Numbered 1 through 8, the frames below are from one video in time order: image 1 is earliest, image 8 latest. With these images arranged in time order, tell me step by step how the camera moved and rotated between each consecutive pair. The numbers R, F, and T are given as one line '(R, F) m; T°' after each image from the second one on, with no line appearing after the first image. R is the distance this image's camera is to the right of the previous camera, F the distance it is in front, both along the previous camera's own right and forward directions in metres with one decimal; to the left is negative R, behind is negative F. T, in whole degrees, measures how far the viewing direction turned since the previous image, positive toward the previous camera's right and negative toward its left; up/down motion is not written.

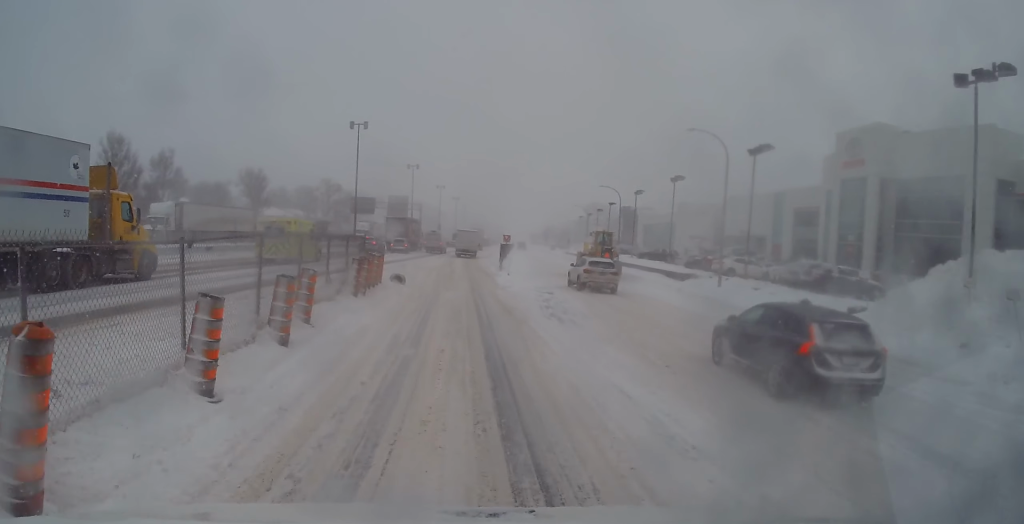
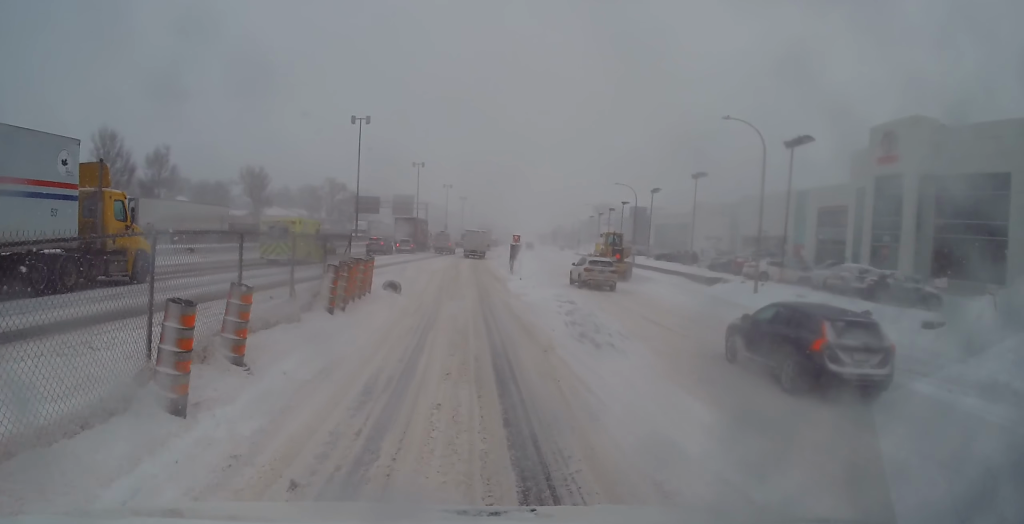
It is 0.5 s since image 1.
(0.0, +4.0) m; 0°
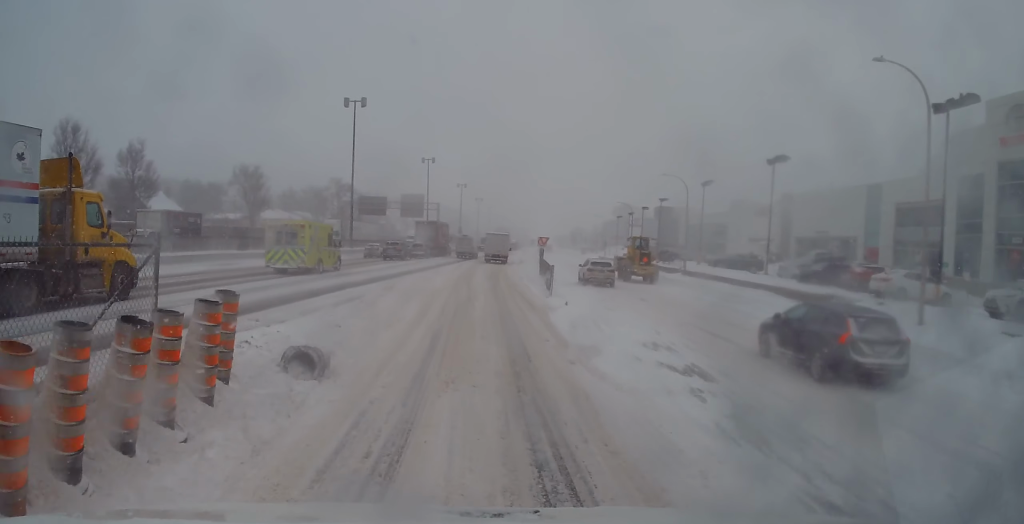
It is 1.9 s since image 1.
(0.0, +12.4) m; -2°
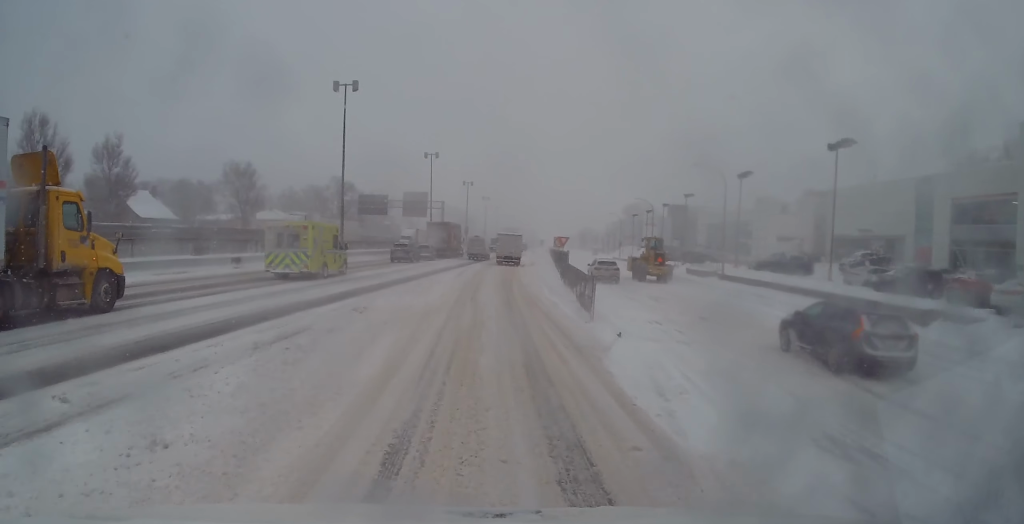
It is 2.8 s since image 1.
(-0.2, +7.6) m; -2°
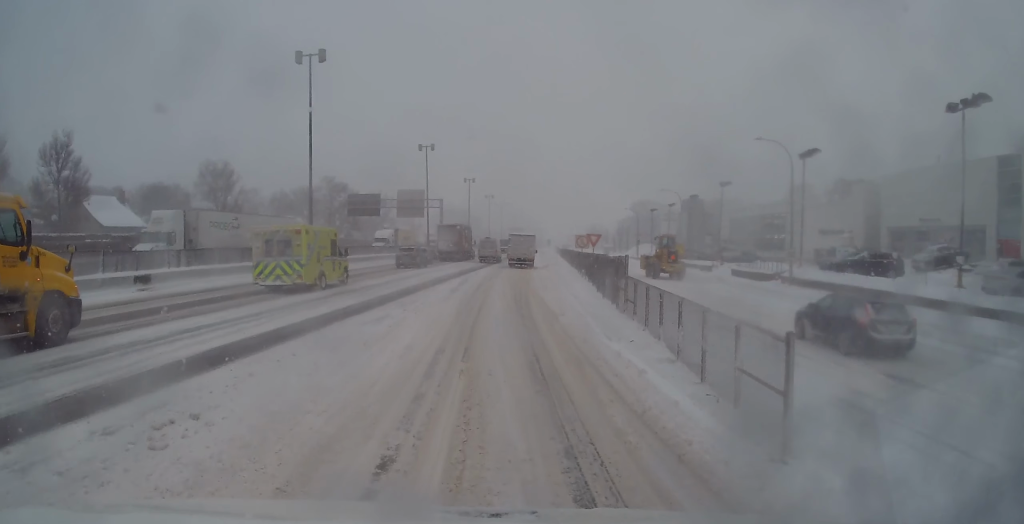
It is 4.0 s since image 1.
(-0.1, +11.3) m; -1°
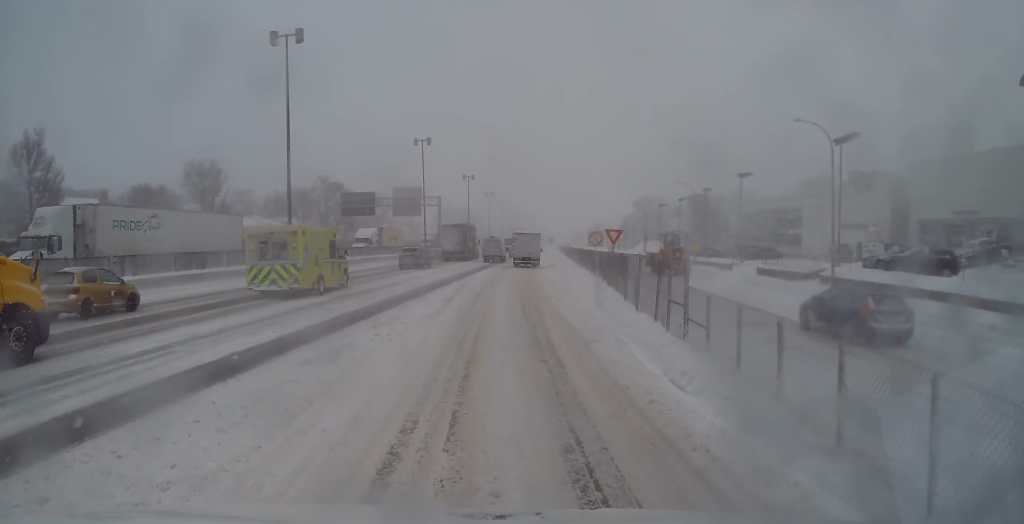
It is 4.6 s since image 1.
(0.0, +5.2) m; 0°
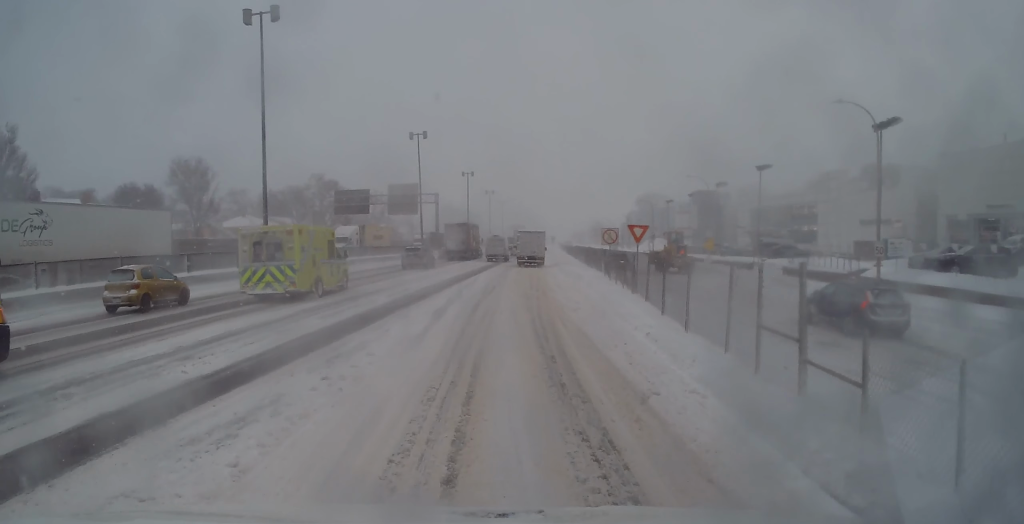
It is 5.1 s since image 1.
(0.0, +4.6) m; 0°
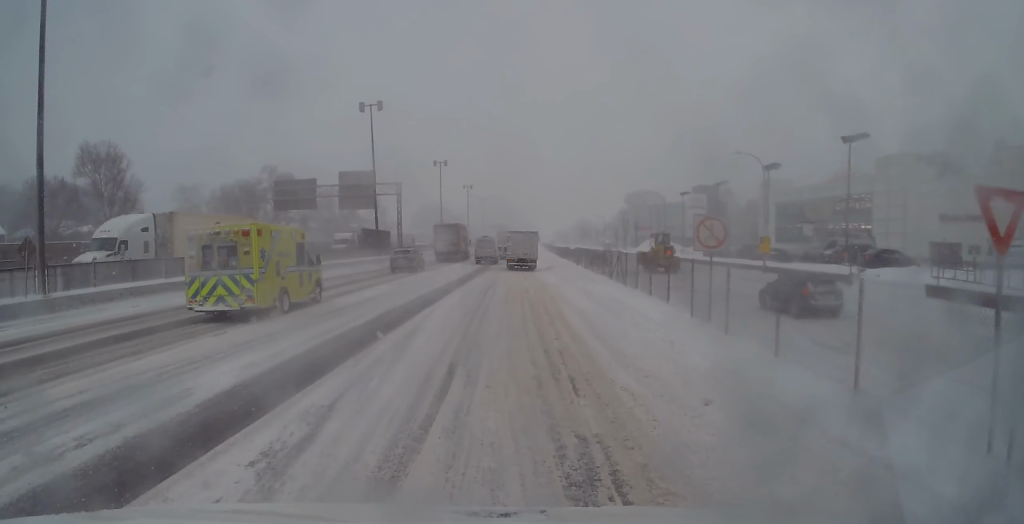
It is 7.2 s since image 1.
(+0.2, +18.6) m; +4°
